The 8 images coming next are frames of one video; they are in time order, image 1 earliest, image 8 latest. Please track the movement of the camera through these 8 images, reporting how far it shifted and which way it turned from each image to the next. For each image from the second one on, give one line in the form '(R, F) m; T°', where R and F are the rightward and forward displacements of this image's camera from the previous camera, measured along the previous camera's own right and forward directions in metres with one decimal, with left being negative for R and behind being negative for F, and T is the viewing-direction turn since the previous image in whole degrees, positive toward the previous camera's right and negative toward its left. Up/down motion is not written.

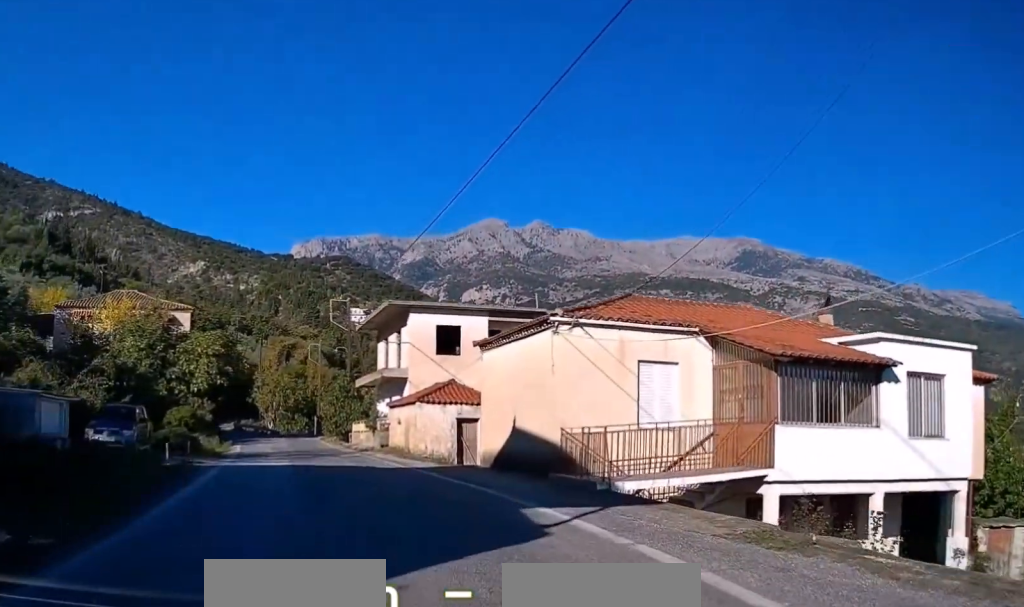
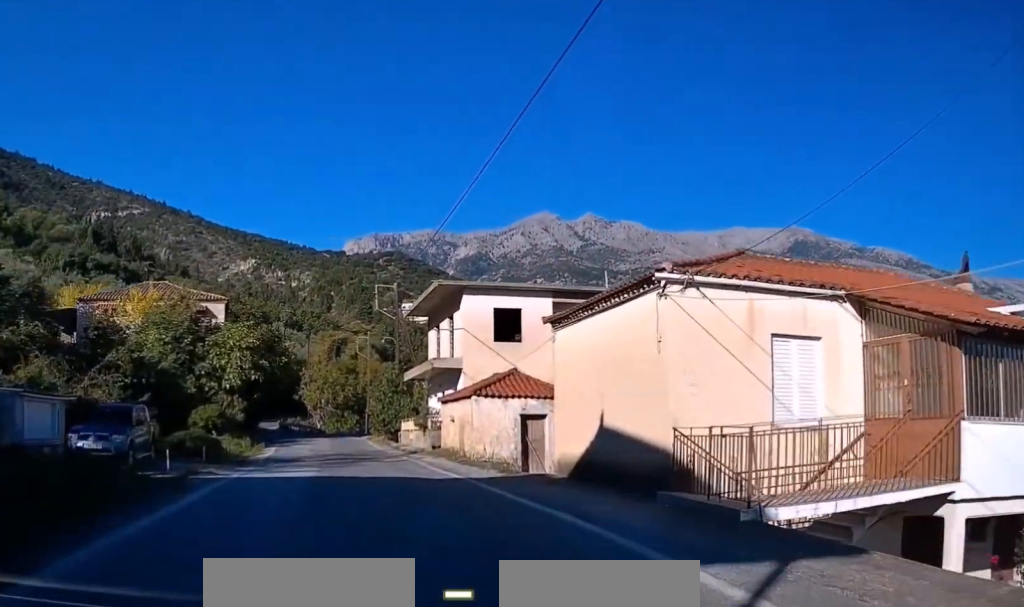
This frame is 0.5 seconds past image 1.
(-0.3, +4.6) m; -4°
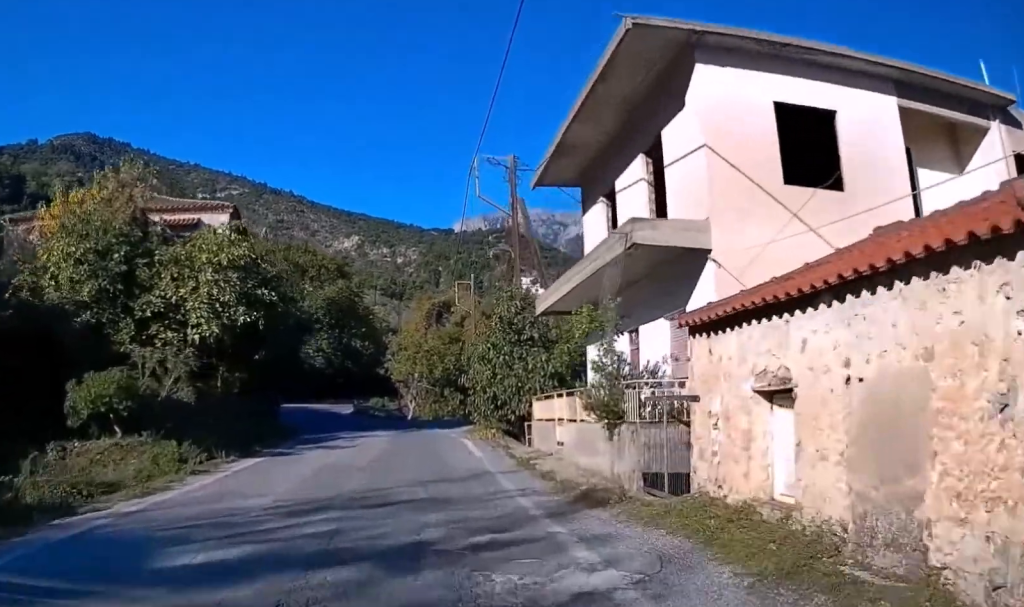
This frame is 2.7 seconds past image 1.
(-2.2, +21.7) m; -10°
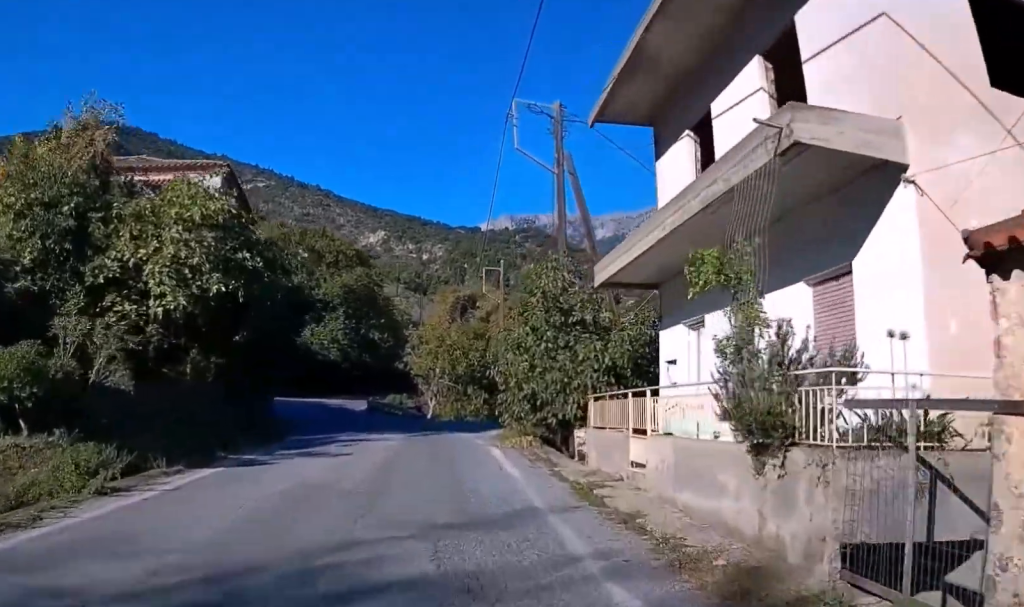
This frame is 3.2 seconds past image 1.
(-0.1, +5.0) m; -2°
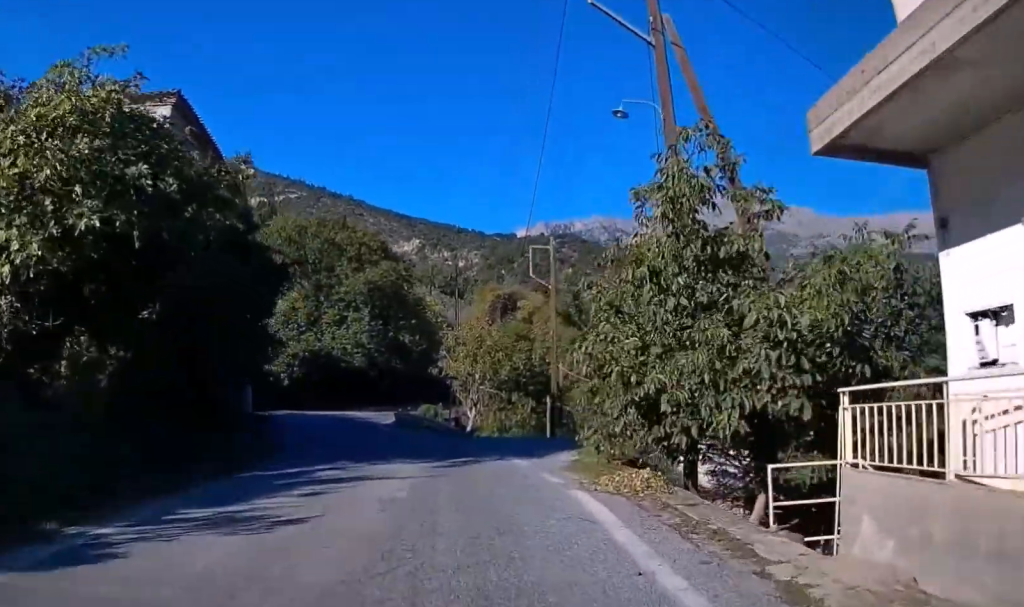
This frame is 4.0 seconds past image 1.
(-0.2, +8.4) m; -3°
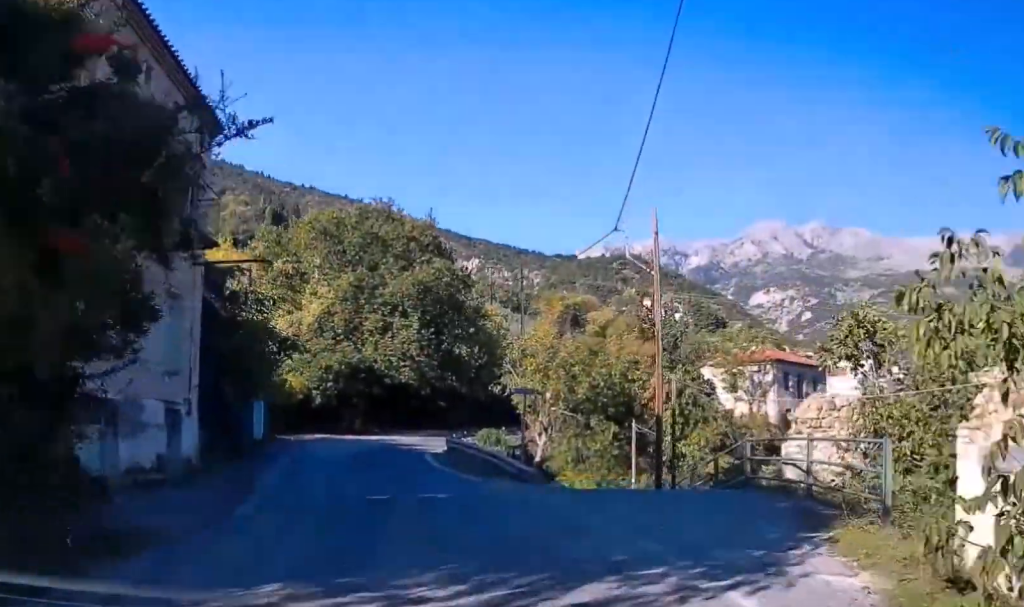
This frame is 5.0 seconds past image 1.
(-0.2, +9.6) m; -4°
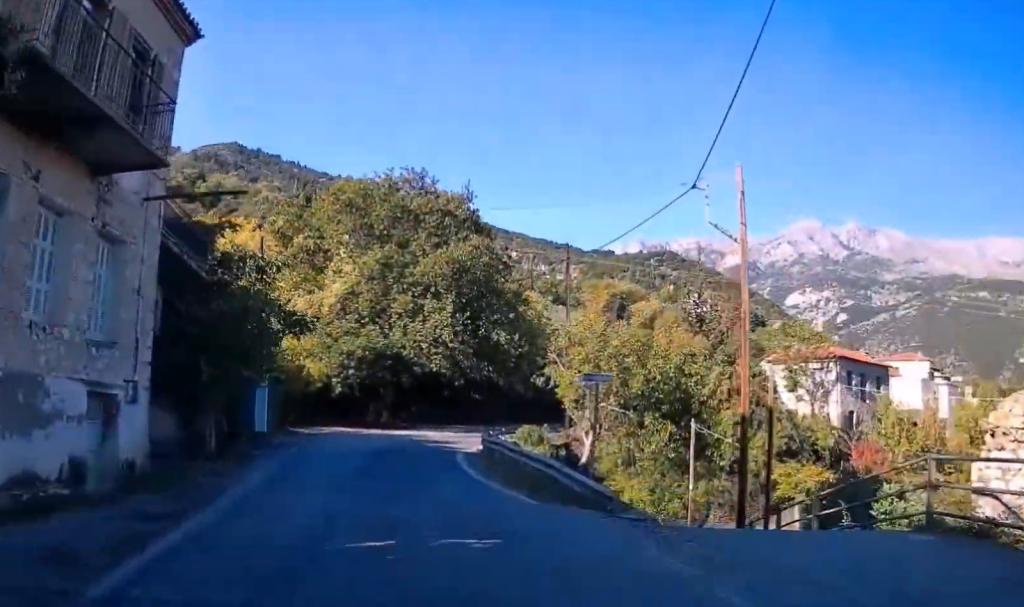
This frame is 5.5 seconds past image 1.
(-0.3, +5.3) m; -2°
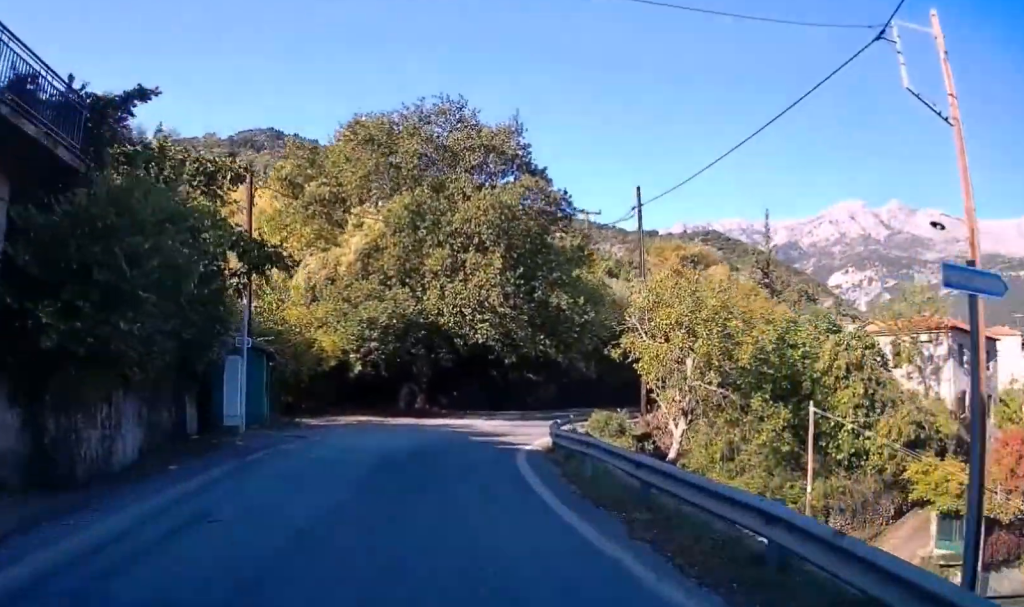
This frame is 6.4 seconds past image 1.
(-0.3, +9.2) m; -2°
